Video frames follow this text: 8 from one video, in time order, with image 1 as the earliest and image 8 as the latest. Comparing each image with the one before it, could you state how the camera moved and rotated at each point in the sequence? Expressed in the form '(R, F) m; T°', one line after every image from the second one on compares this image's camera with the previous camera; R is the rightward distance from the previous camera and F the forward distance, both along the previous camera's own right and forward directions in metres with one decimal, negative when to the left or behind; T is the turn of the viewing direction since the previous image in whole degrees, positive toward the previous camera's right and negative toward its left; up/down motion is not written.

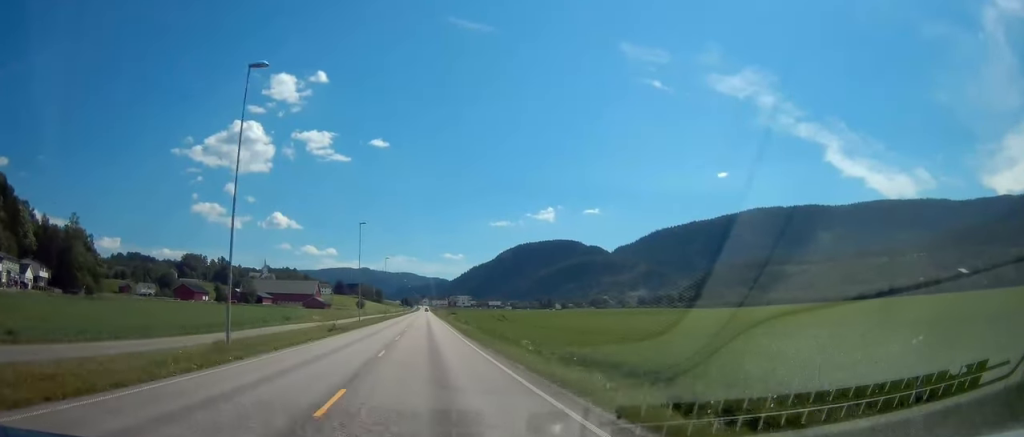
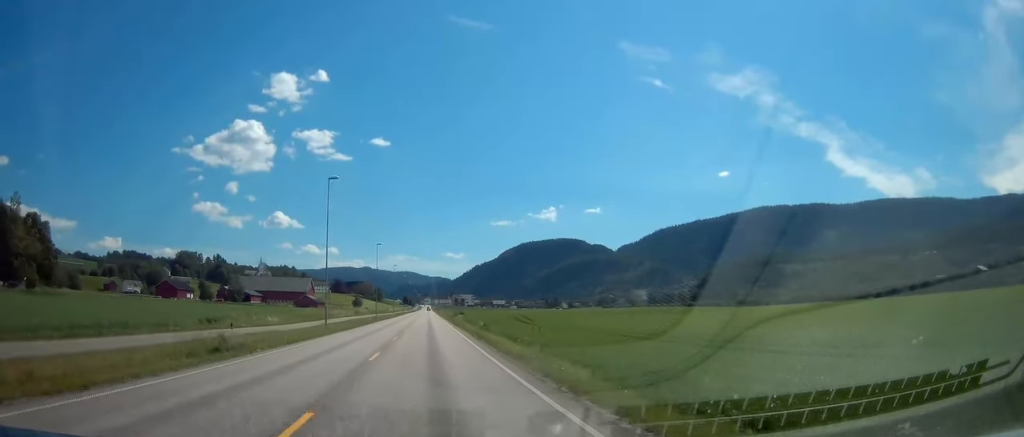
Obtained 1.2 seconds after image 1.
(0.0, +24.4) m; 0°
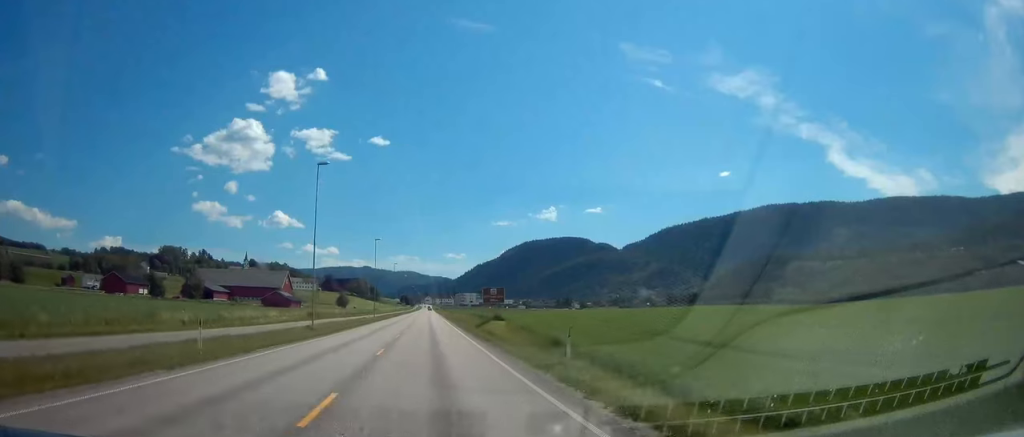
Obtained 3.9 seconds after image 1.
(0.0, +53.5) m; 0°
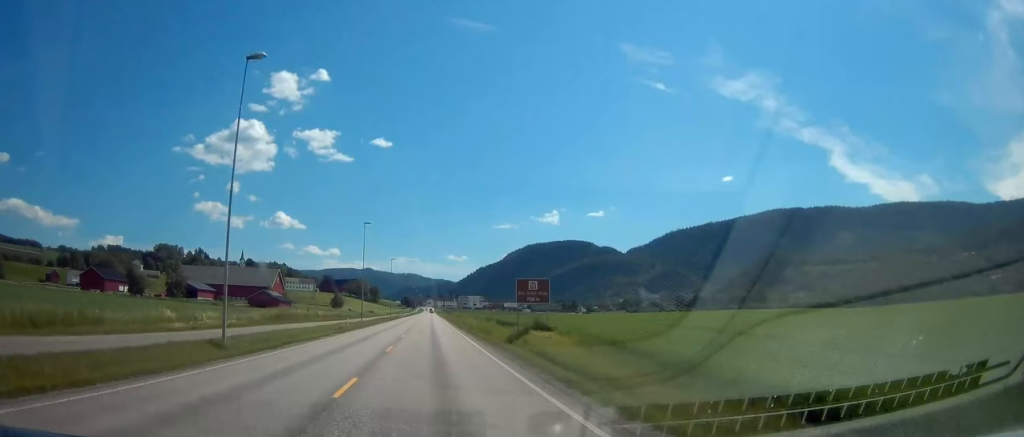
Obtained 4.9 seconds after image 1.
(0.0, +20.0) m; 0°
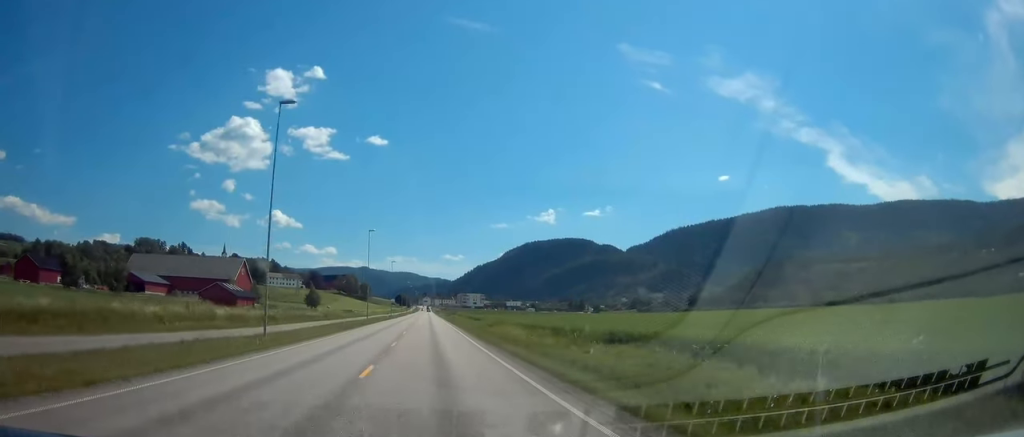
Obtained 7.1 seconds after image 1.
(+0.1, +43.1) m; 0°
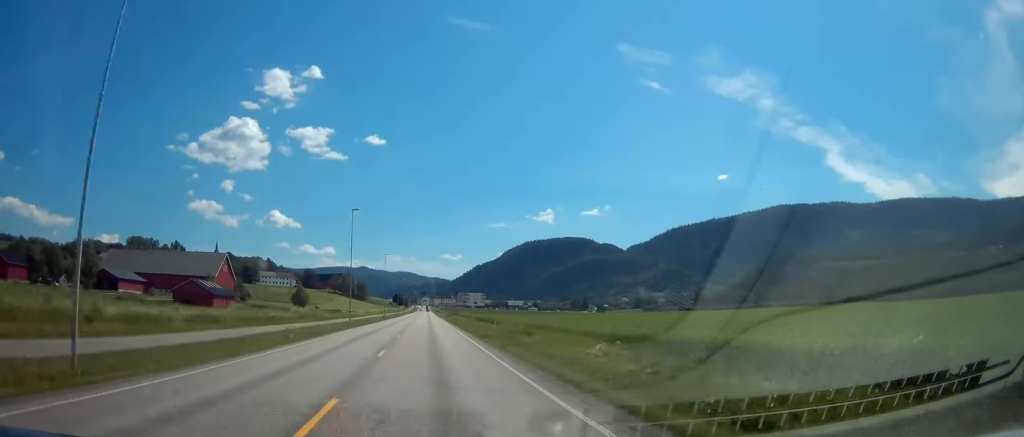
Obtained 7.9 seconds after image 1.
(0.0, +17.4) m; 0°
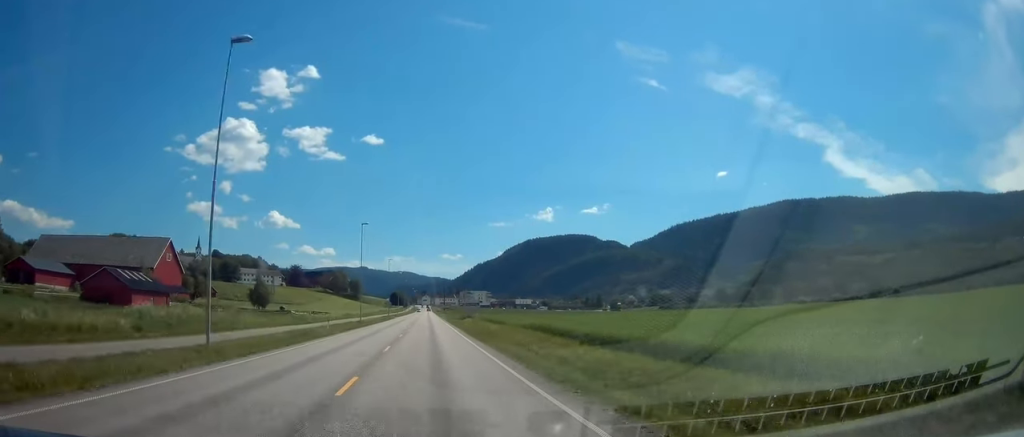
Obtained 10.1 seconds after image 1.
(+0.1, +43.6) m; 0°
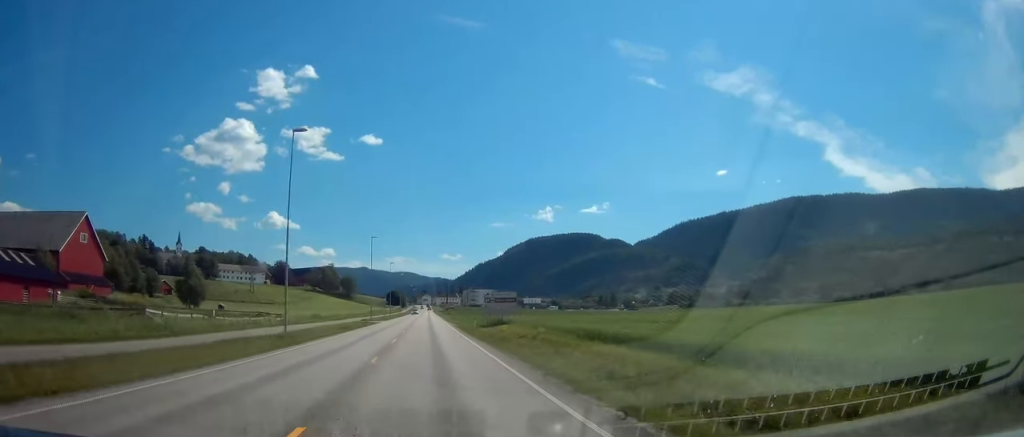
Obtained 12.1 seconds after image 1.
(-0.2, +41.2) m; 0°
